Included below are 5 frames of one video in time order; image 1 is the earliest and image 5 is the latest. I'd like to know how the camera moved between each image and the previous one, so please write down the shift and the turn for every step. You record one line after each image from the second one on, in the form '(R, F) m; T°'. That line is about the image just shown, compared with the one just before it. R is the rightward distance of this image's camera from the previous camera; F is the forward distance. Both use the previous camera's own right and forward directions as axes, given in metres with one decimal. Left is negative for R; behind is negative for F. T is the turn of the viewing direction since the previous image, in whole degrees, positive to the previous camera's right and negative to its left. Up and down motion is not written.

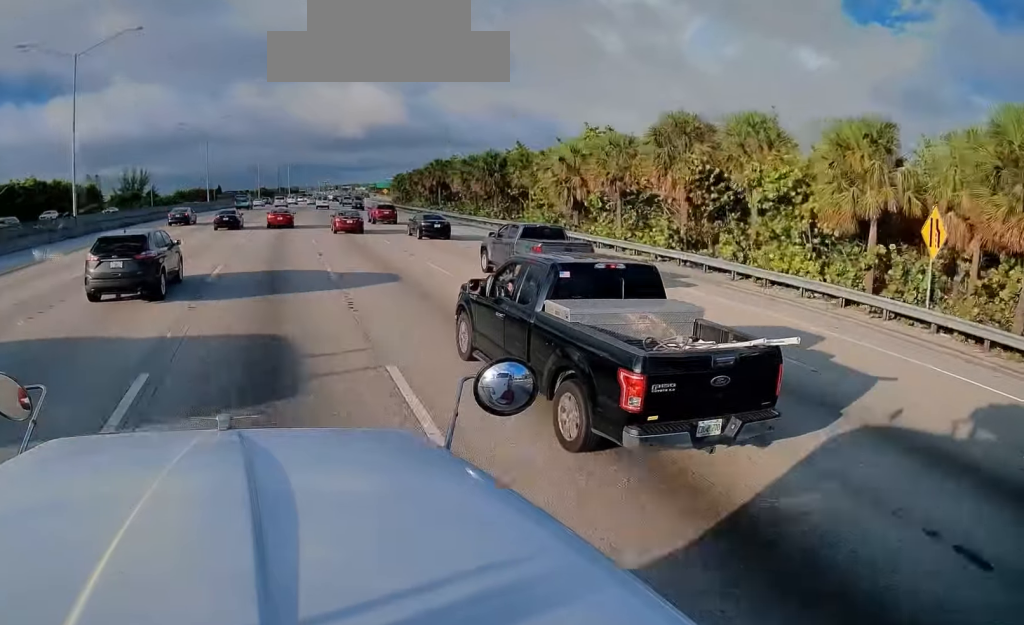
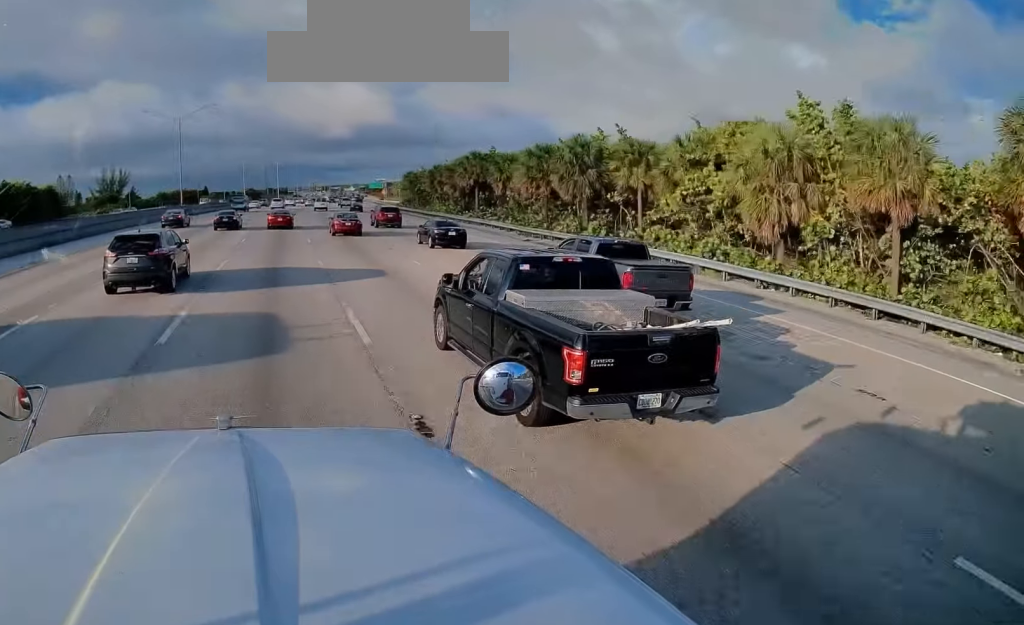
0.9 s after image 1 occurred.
(+0.2, +19.0) m; +1°
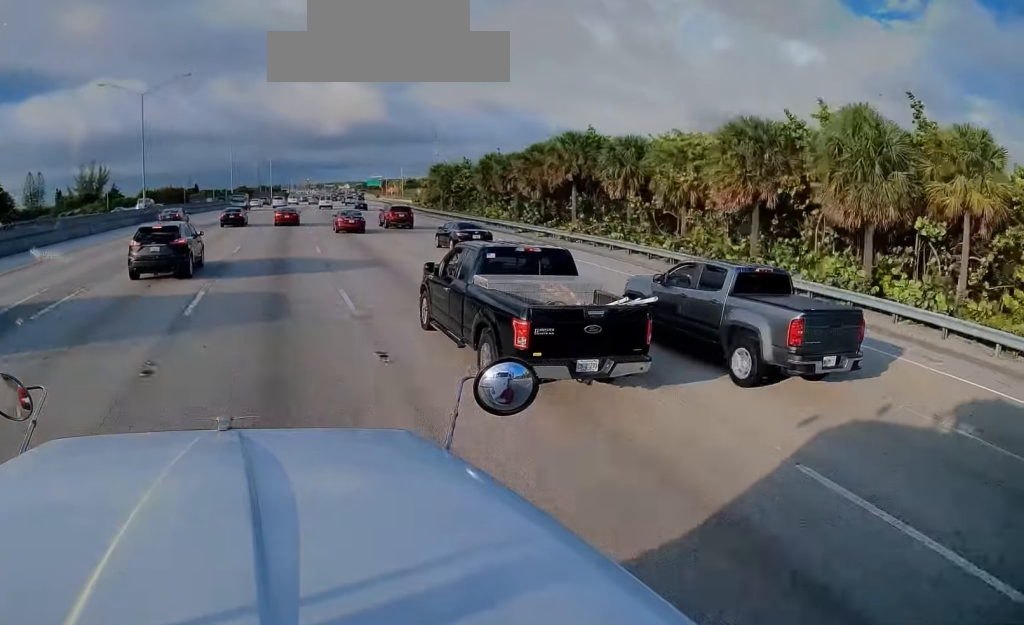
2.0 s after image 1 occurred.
(+0.2, +21.8) m; +2°
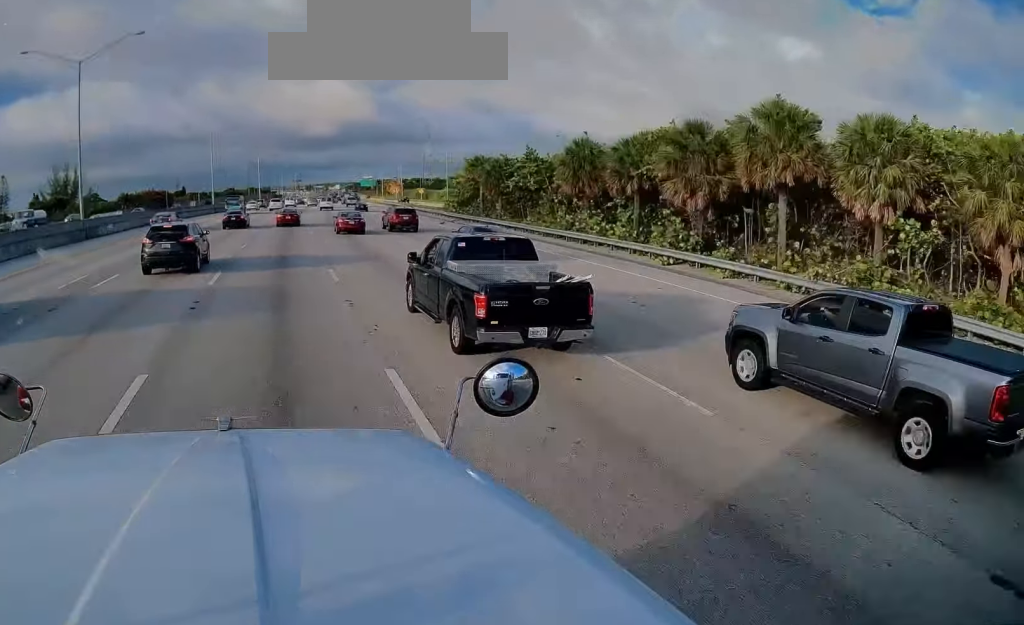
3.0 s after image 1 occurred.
(+0.3, +19.2) m; +1°
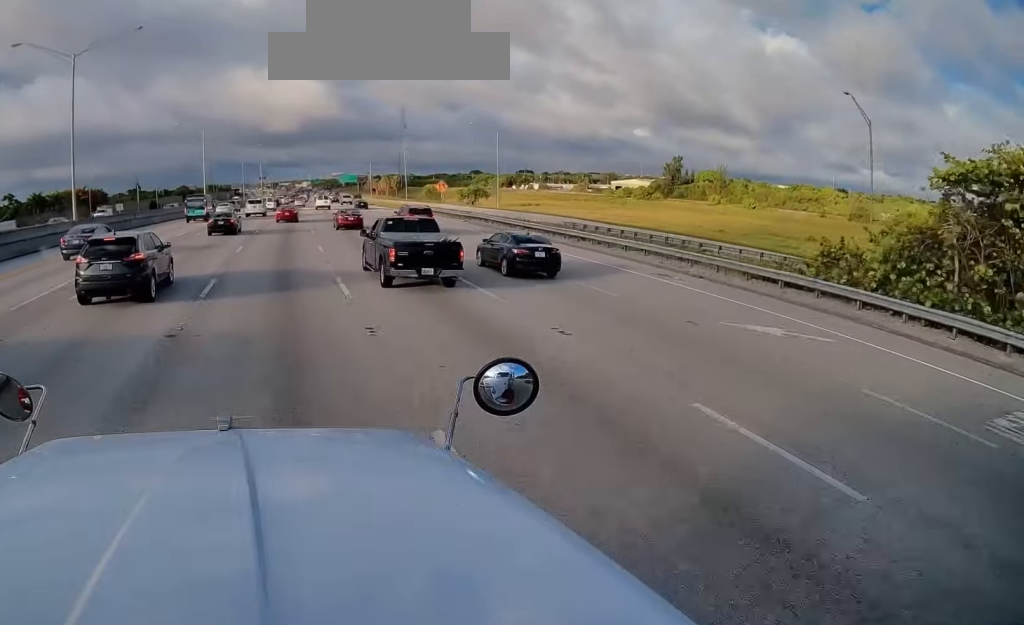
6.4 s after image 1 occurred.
(+1.5, +60.5) m; +5°
